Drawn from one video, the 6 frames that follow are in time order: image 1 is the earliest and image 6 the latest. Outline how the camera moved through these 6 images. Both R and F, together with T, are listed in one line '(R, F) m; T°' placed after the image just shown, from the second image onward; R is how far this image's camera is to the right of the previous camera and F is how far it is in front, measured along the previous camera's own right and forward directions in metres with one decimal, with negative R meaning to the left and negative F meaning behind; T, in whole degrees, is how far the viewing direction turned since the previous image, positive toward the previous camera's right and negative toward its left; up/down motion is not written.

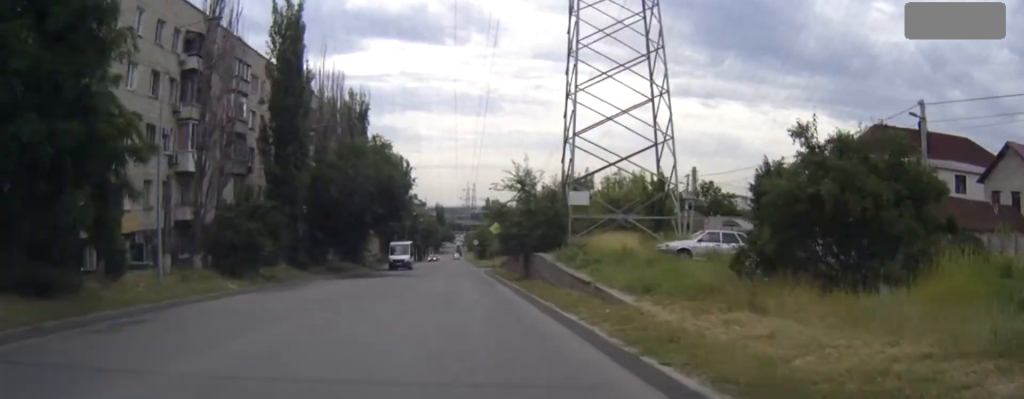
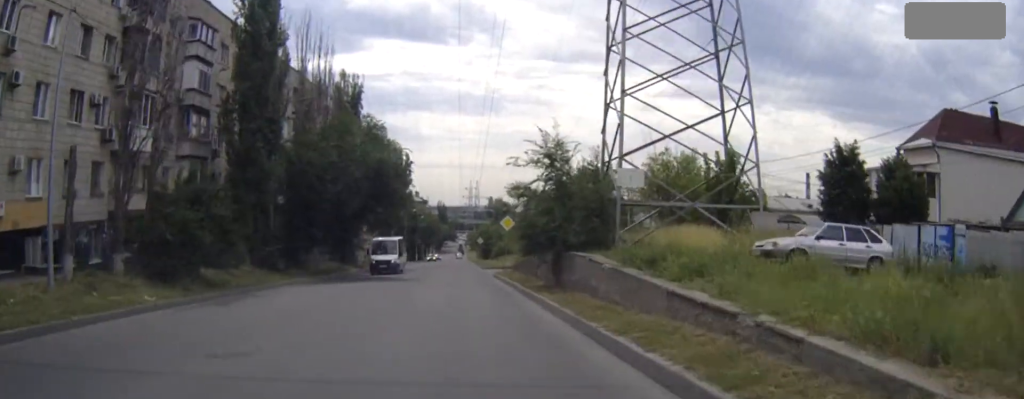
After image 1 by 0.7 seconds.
(0.0, +9.0) m; 0°
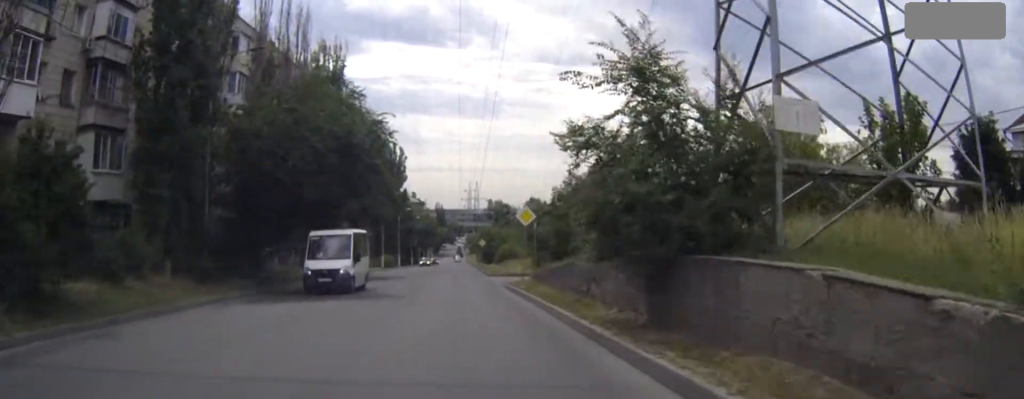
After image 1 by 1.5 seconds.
(0.0, +11.9) m; 0°
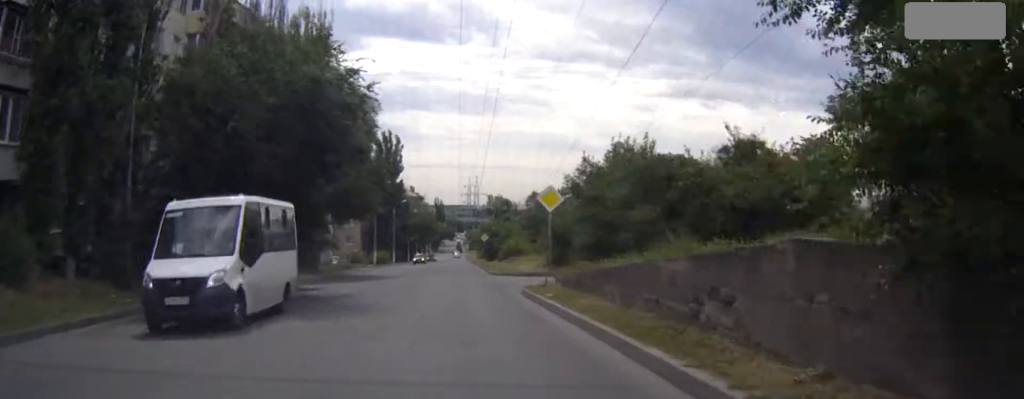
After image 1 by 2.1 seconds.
(0.0, +8.4) m; 0°
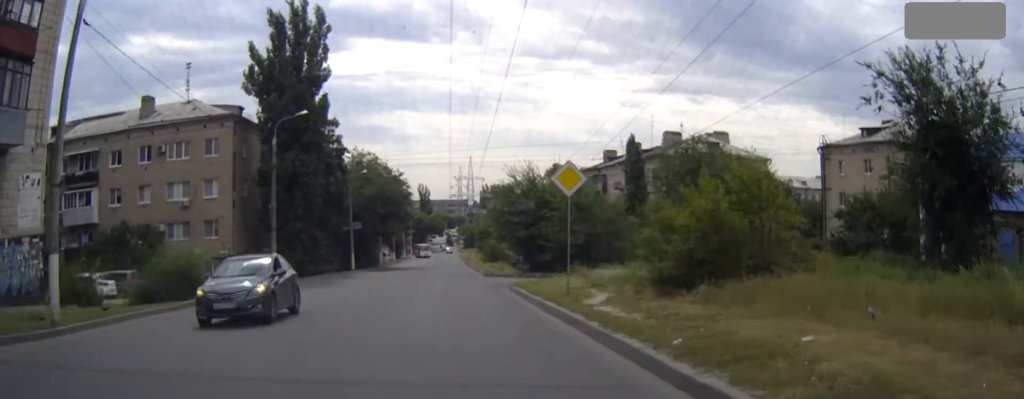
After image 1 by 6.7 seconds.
(+0.5, +66.1) m; +1°
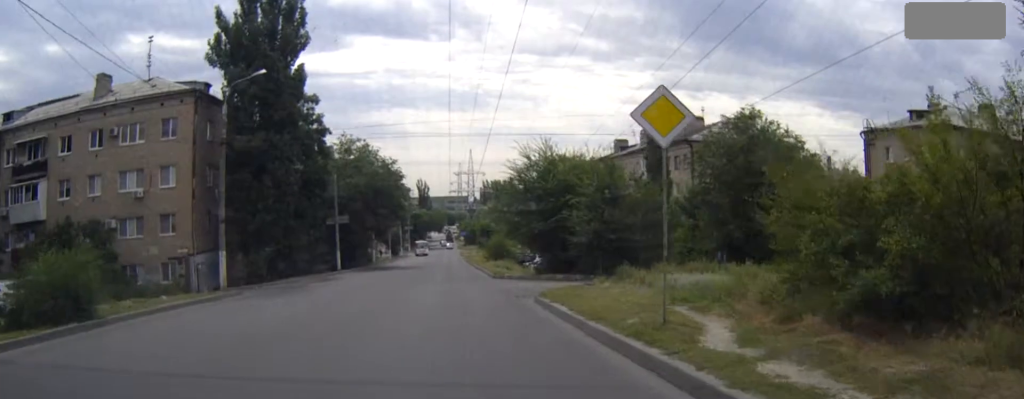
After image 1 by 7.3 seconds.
(0.0, +8.9) m; 0°
